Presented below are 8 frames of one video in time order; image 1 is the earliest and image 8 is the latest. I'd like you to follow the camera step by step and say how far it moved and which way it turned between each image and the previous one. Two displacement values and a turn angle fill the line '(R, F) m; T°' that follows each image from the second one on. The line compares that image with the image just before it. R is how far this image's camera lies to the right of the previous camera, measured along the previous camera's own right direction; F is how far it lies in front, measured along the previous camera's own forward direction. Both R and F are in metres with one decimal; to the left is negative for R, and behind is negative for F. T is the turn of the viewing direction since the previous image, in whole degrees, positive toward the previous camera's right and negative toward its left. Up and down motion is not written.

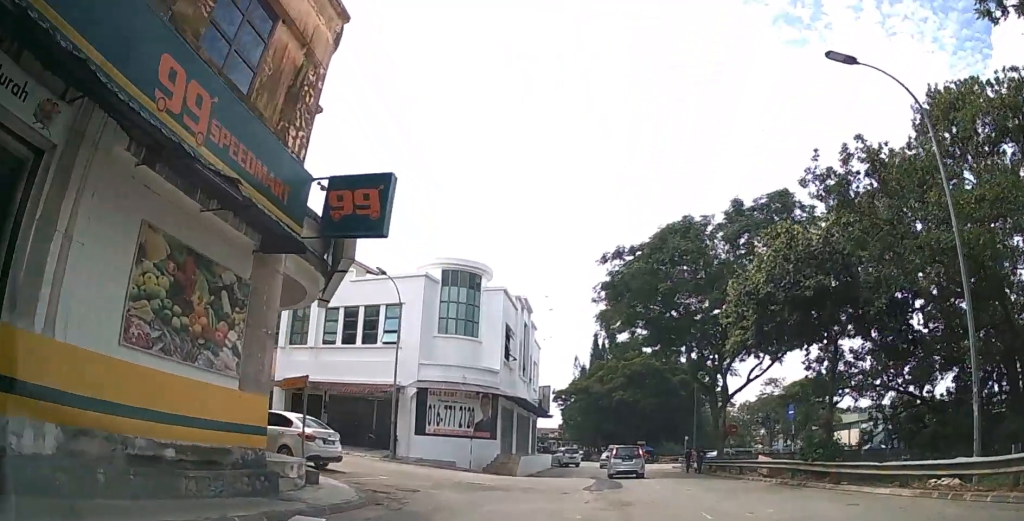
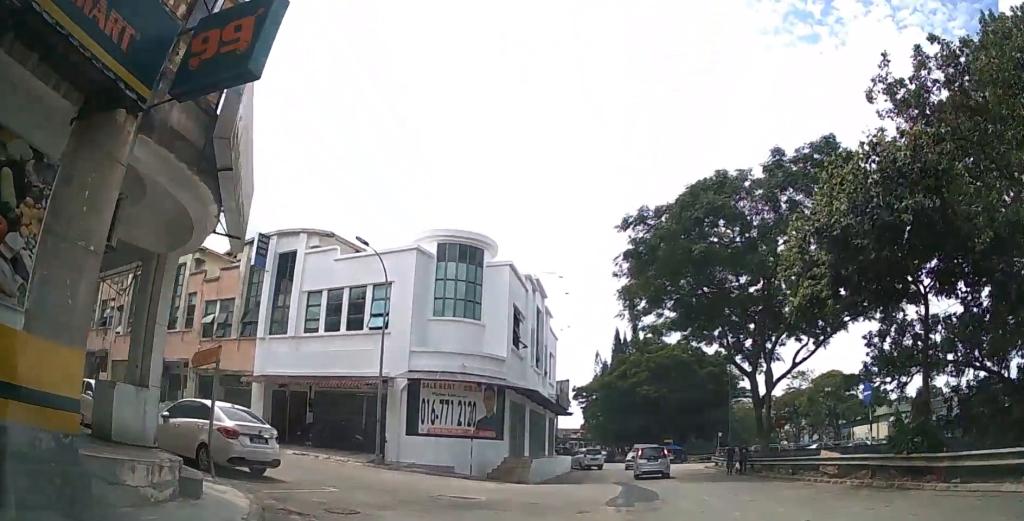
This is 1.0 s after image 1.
(-0.1, +4.7) m; -3°
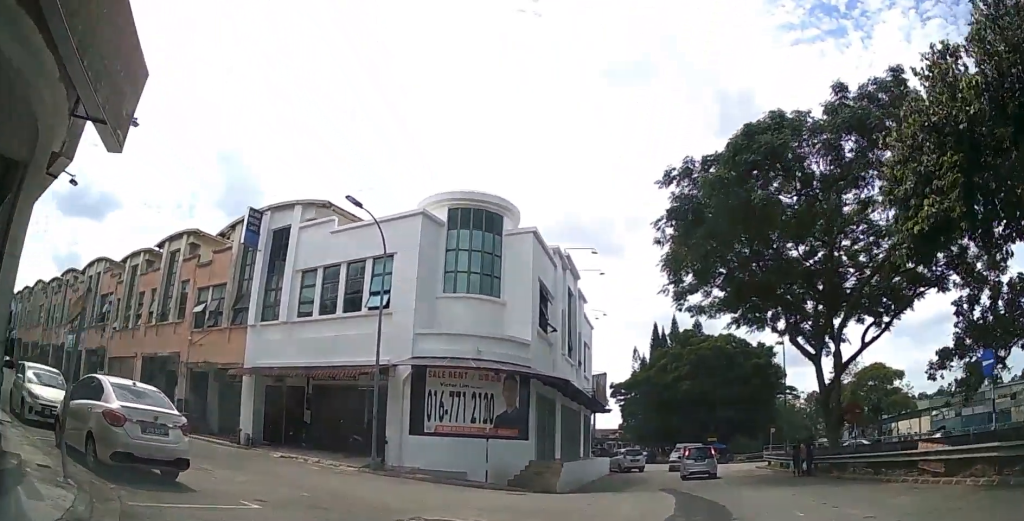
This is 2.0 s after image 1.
(-0.1, +4.6) m; -5°
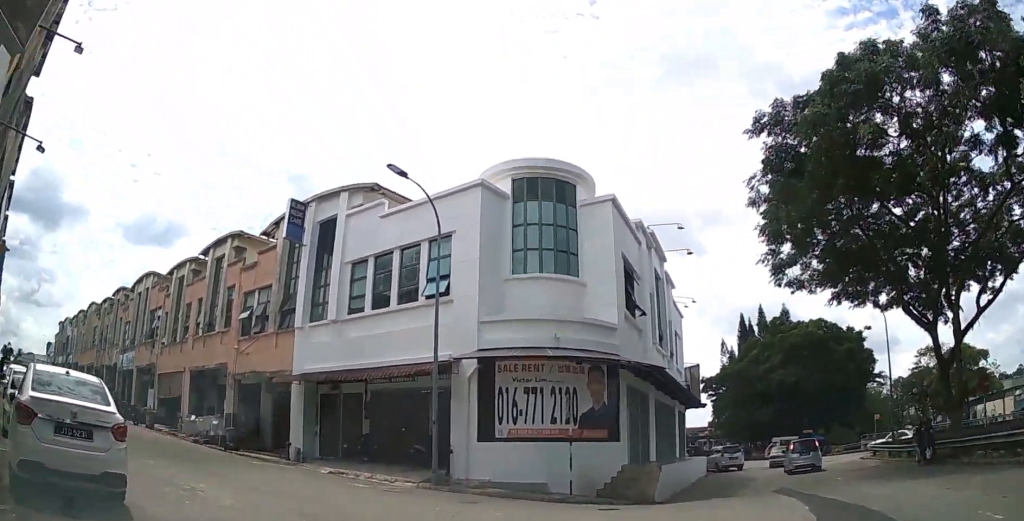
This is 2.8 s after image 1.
(-0.2, +3.5) m; -8°
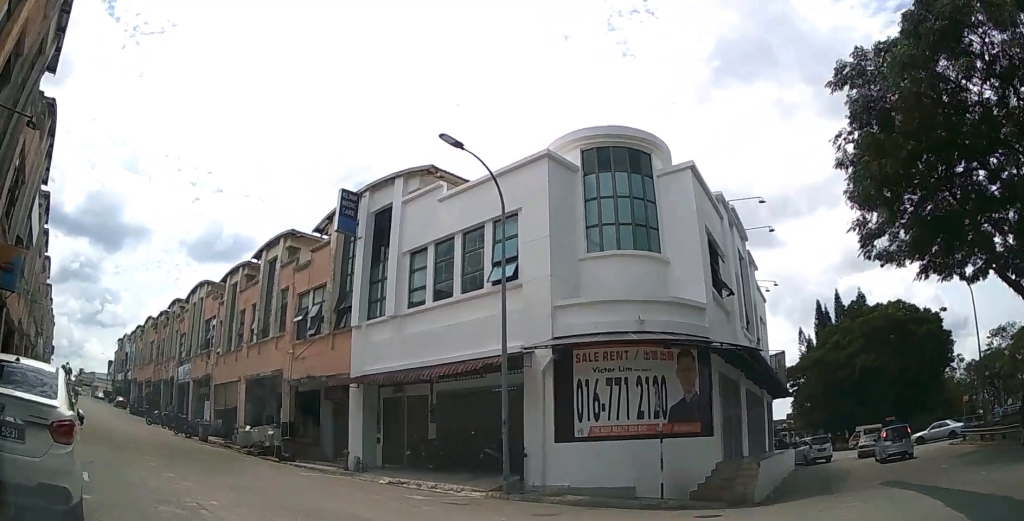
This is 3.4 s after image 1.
(-0.1, +2.2) m; -7°
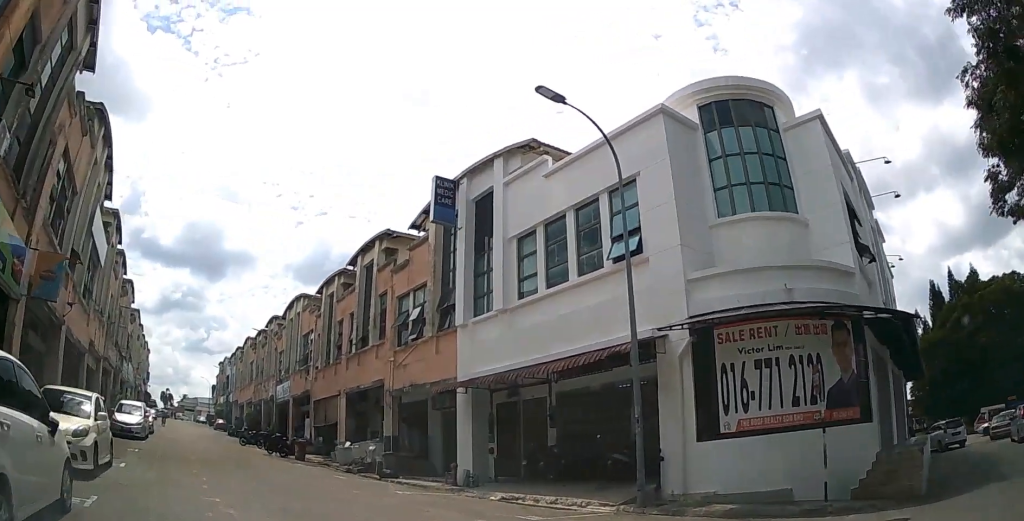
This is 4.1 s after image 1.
(-0.2, +2.6) m; -10°
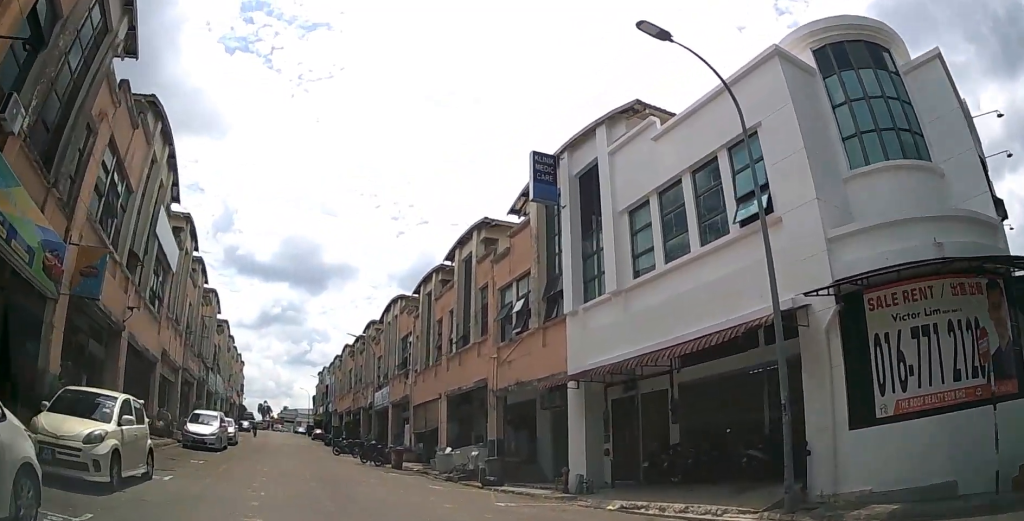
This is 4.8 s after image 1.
(-0.3, +2.5) m; -11°
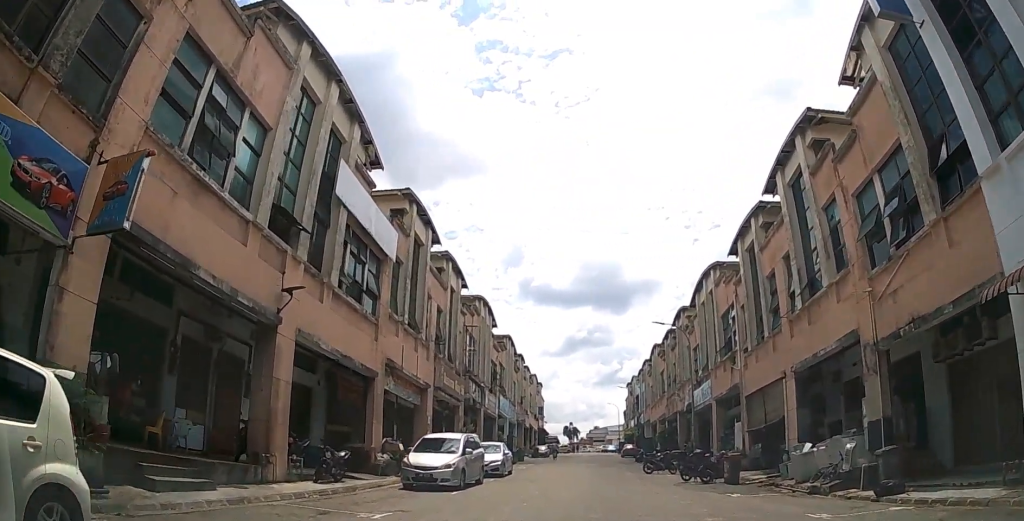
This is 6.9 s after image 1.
(-2.9, +8.5) m; -34°
